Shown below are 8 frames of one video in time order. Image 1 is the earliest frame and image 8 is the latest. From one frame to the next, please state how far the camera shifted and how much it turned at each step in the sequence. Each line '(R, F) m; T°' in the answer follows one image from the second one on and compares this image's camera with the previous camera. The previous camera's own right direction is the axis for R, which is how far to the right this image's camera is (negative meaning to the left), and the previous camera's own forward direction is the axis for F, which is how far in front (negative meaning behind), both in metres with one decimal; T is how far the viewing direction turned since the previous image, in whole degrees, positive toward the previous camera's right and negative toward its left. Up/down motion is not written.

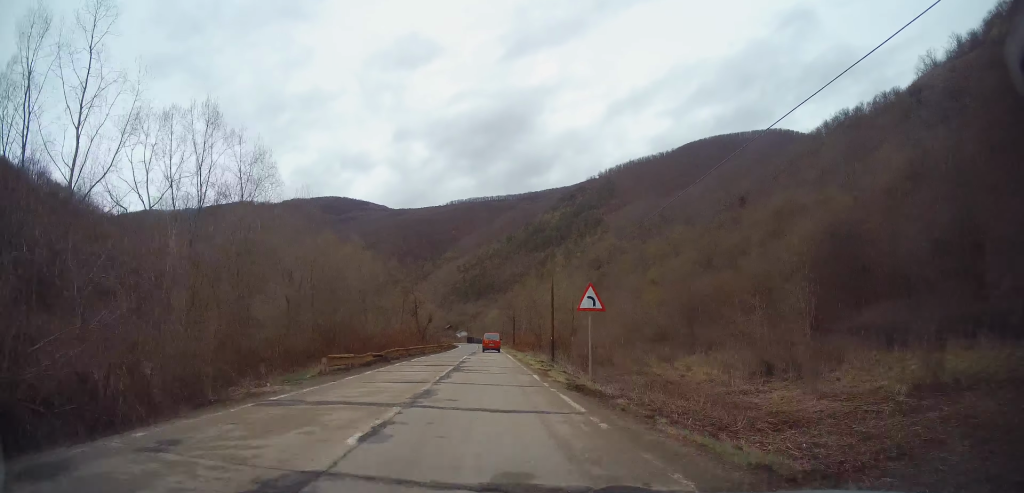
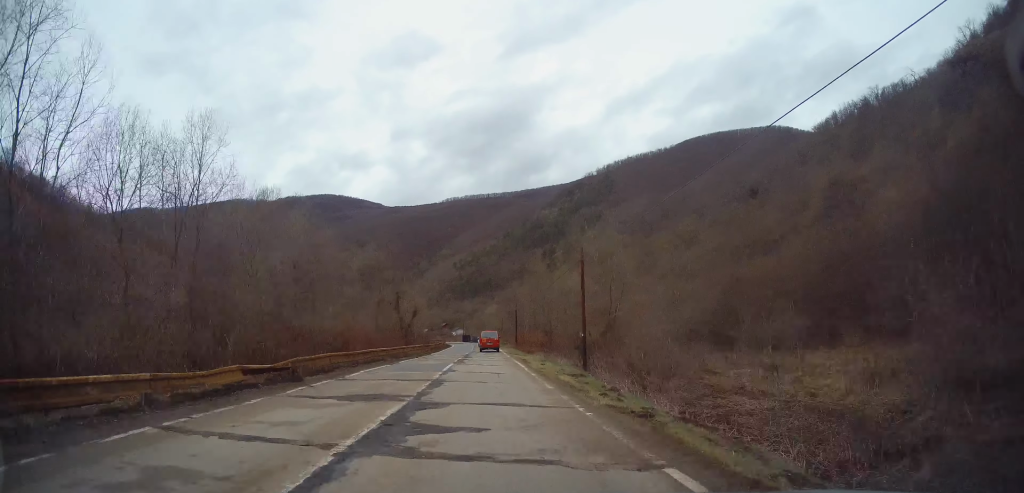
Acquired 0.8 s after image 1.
(0.0, +14.3) m; 0°
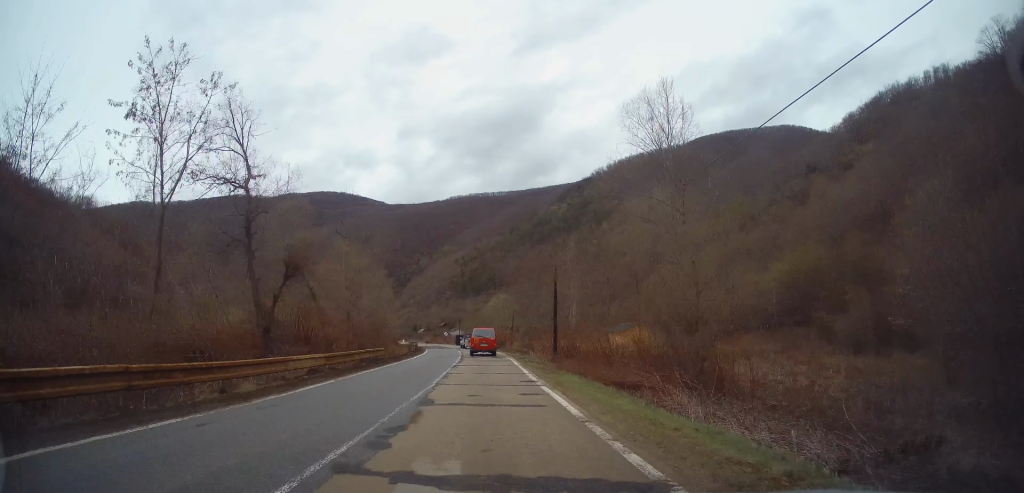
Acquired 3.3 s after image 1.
(-0.3, +42.4) m; -1°
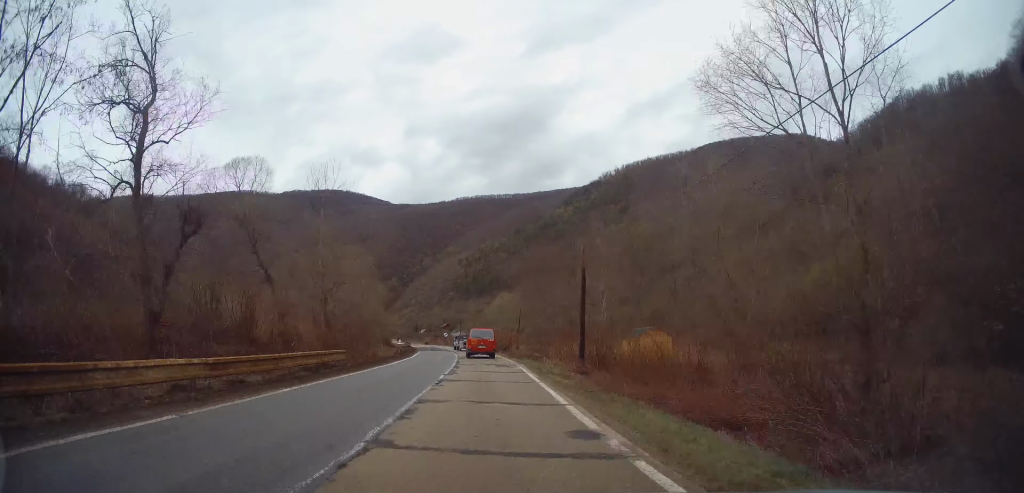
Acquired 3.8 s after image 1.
(0.0, +8.8) m; 0°
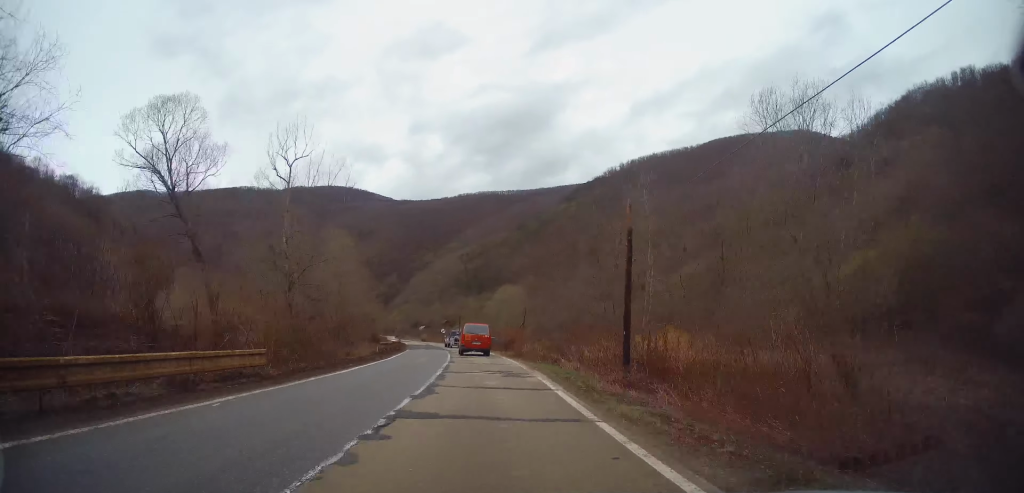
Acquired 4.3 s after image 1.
(0.0, +8.2) m; 0°
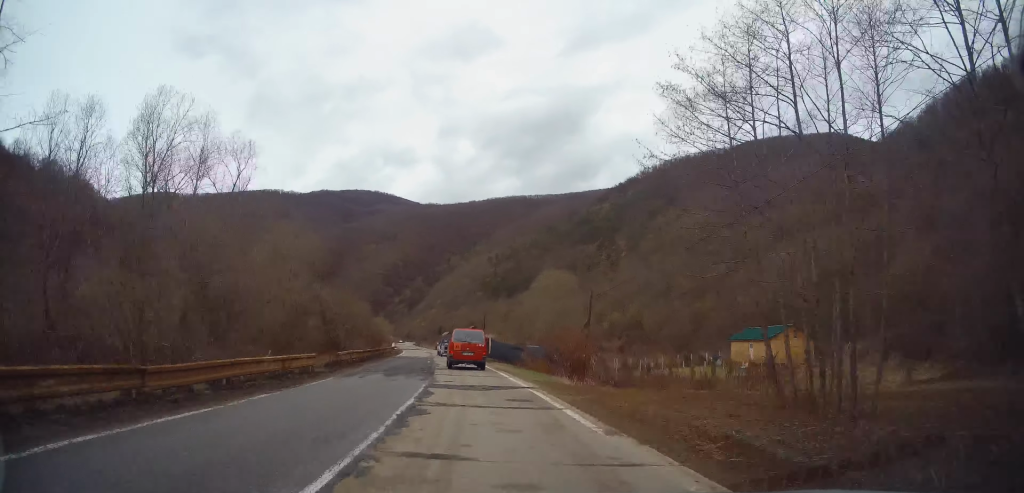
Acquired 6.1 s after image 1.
(-1.1, +28.4) m; -5°
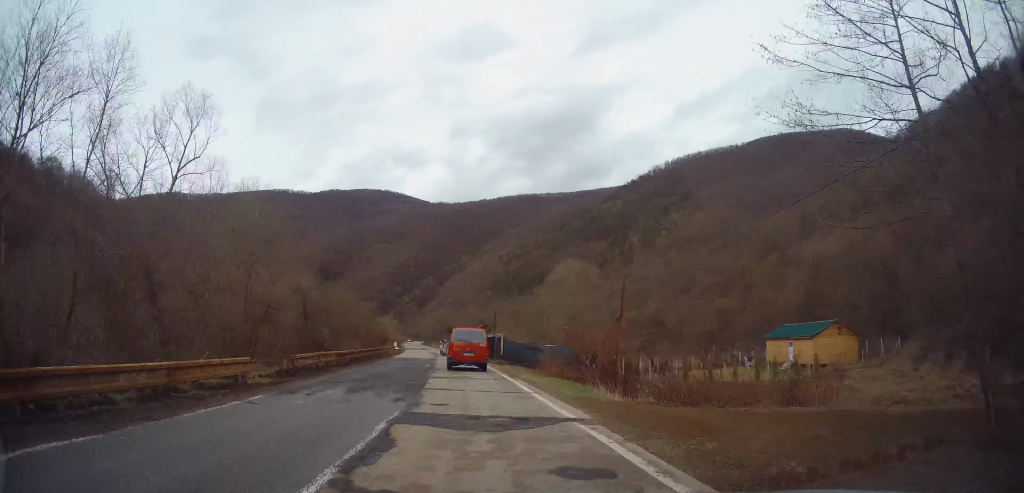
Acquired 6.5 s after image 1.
(-0.1, +6.7) m; -1°
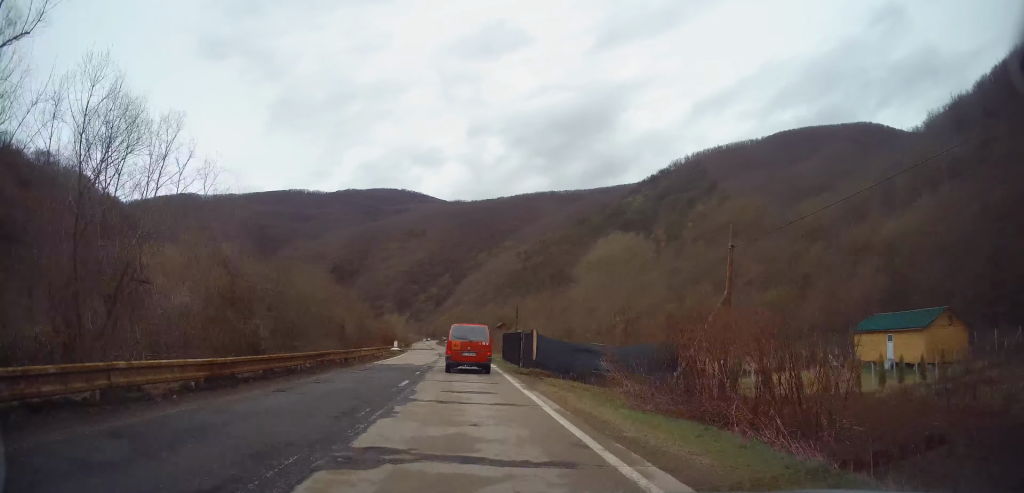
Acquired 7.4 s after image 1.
(-0.1, +12.6) m; -1°
